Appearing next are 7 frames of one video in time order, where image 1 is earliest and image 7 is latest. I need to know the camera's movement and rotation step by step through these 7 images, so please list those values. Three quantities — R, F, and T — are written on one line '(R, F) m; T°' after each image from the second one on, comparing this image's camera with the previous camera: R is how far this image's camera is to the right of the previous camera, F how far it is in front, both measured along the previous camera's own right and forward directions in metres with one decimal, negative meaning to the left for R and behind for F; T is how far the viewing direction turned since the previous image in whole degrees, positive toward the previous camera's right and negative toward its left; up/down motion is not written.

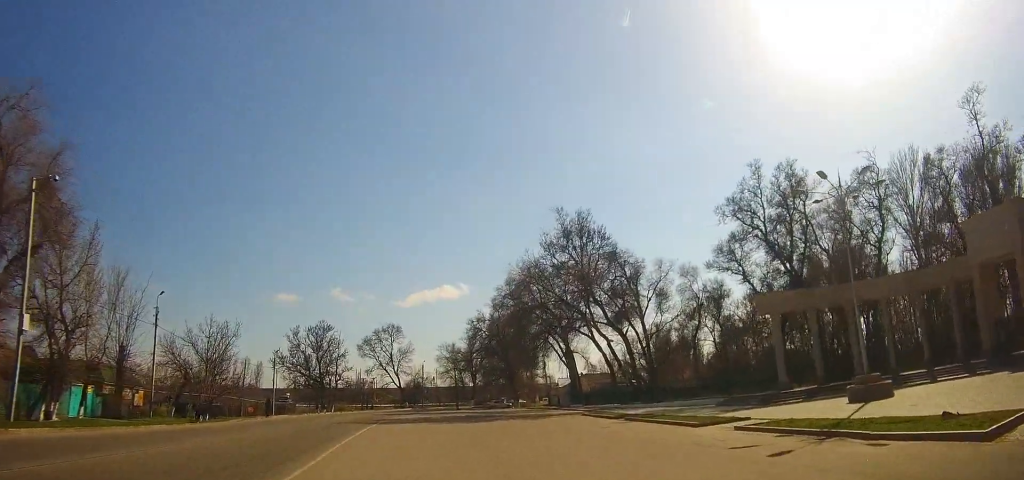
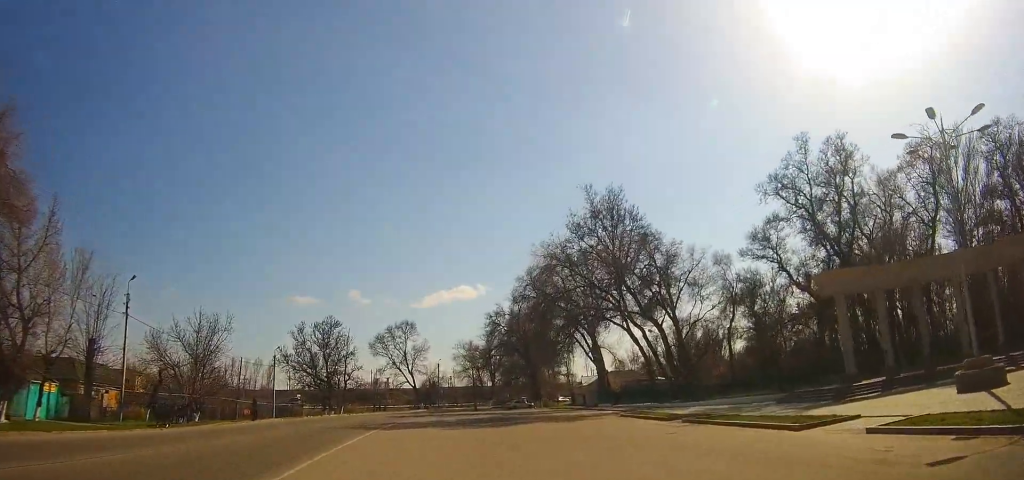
(-0.1, +6.2) m; -1°
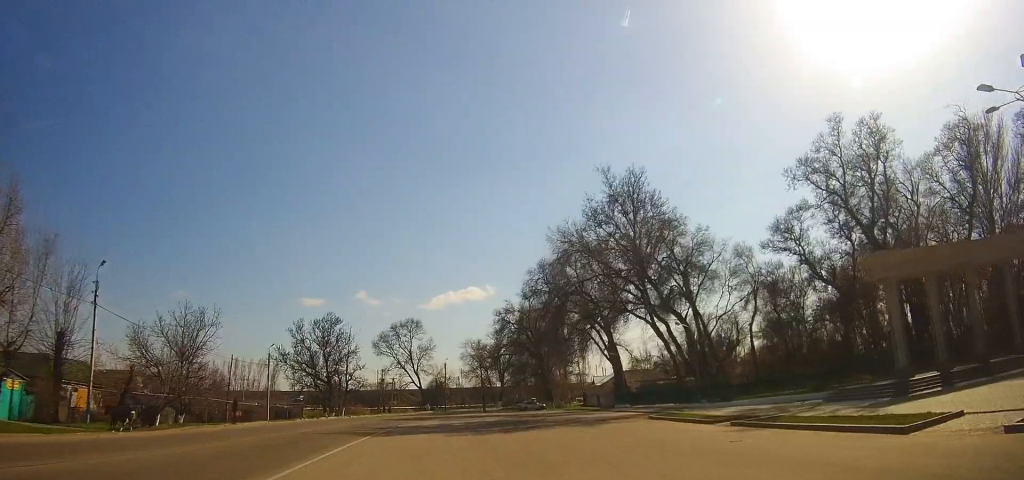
(-0.1, +4.5) m; -1°
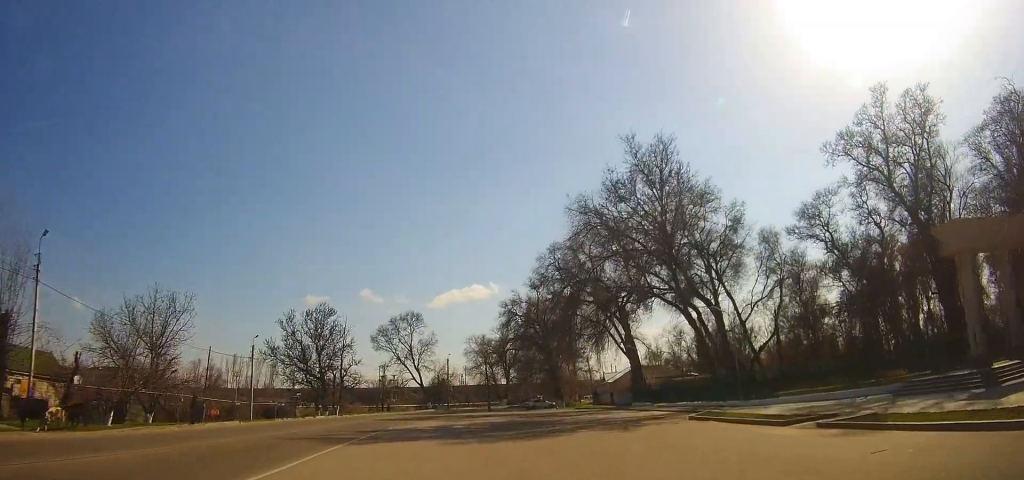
(0.0, +6.0) m; -1°
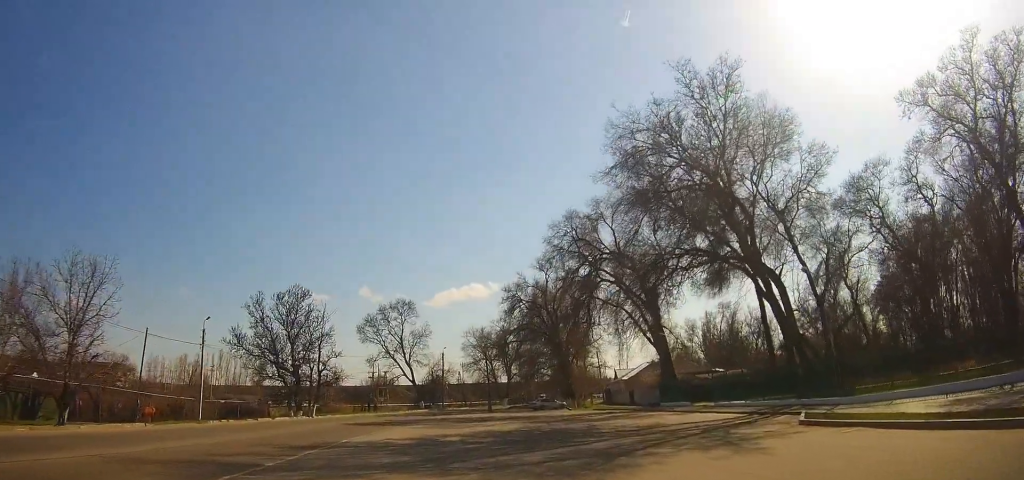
(-0.1, +10.5) m; 0°
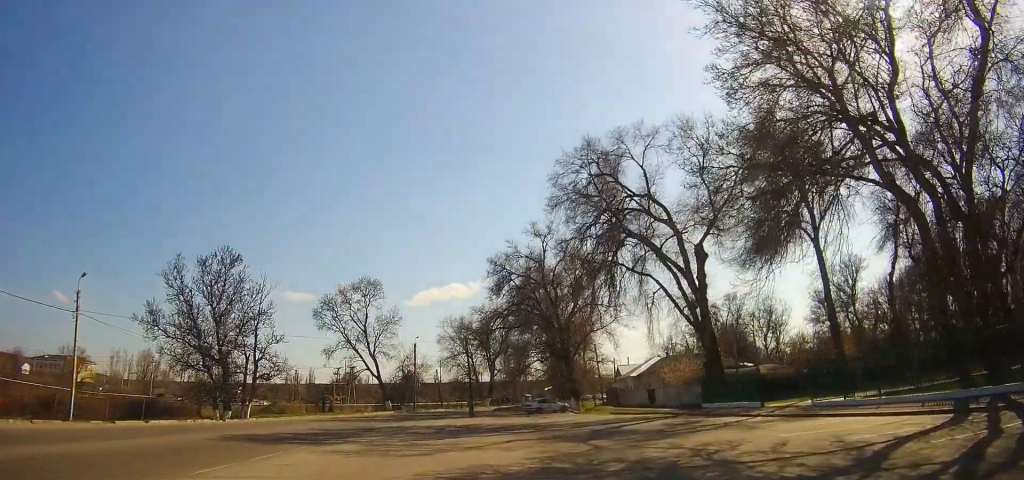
(+0.7, +14.3) m; +7°
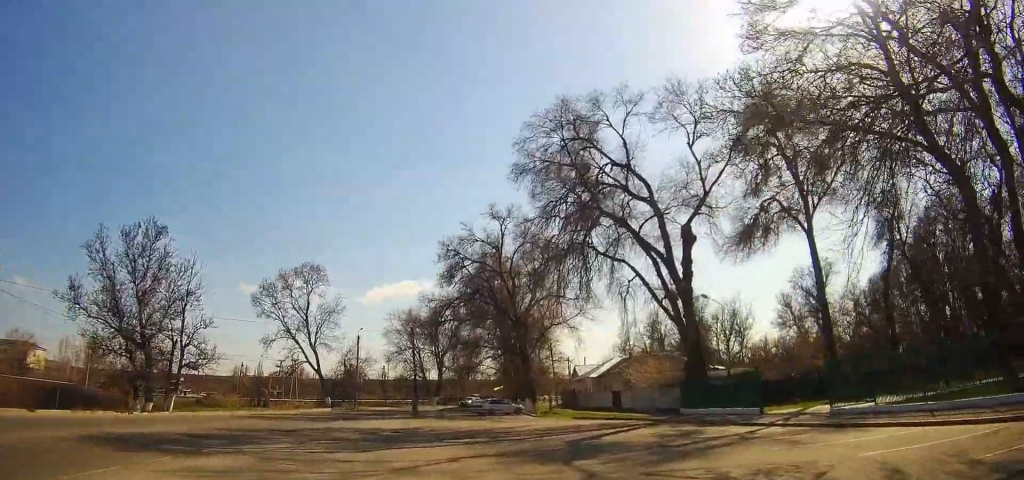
(+0.1, +5.3) m; +5°
